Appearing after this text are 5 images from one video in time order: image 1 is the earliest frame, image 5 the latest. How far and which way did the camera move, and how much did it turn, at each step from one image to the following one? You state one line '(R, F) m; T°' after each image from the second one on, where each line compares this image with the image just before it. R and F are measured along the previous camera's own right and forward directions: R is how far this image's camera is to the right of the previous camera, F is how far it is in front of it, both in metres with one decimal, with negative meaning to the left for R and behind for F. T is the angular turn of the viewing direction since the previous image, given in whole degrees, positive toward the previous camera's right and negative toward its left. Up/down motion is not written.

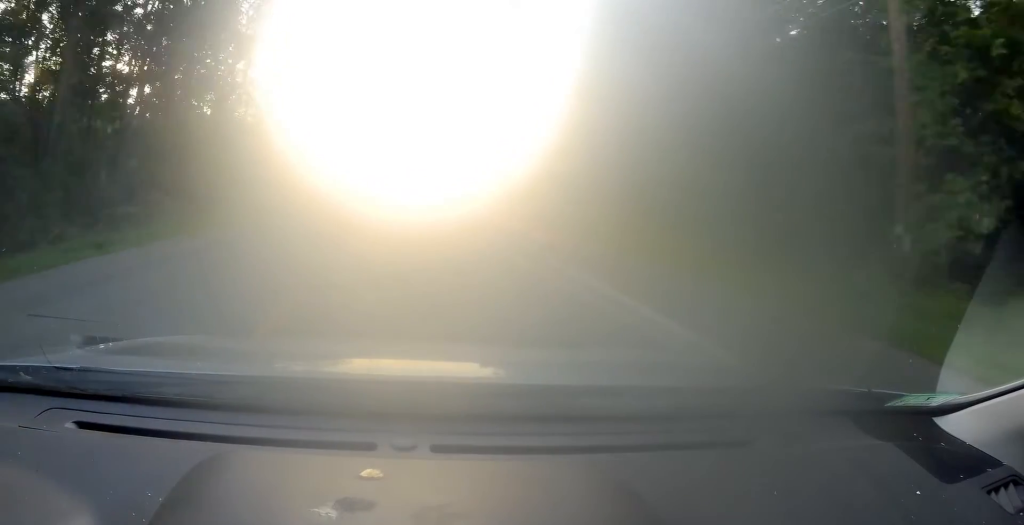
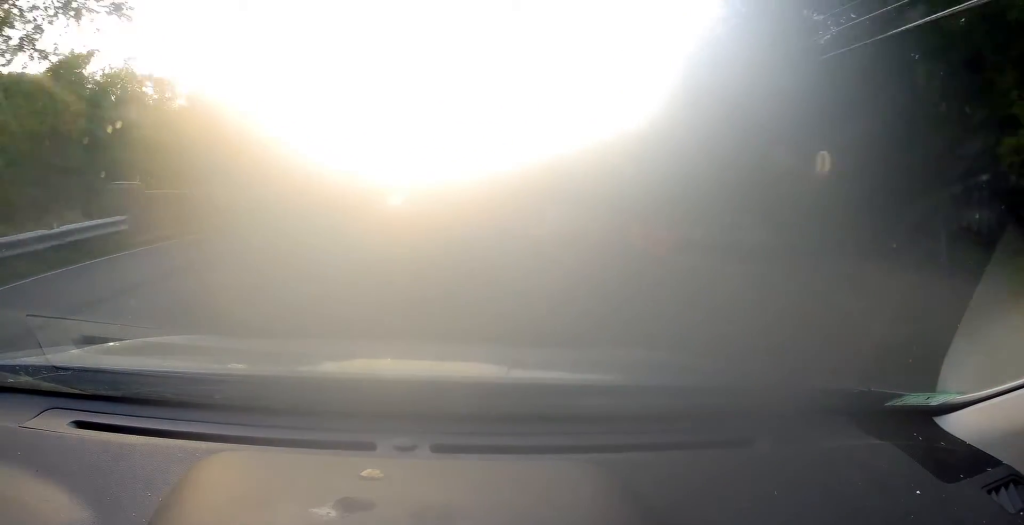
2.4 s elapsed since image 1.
(+1.4, +46.8) m; 0°
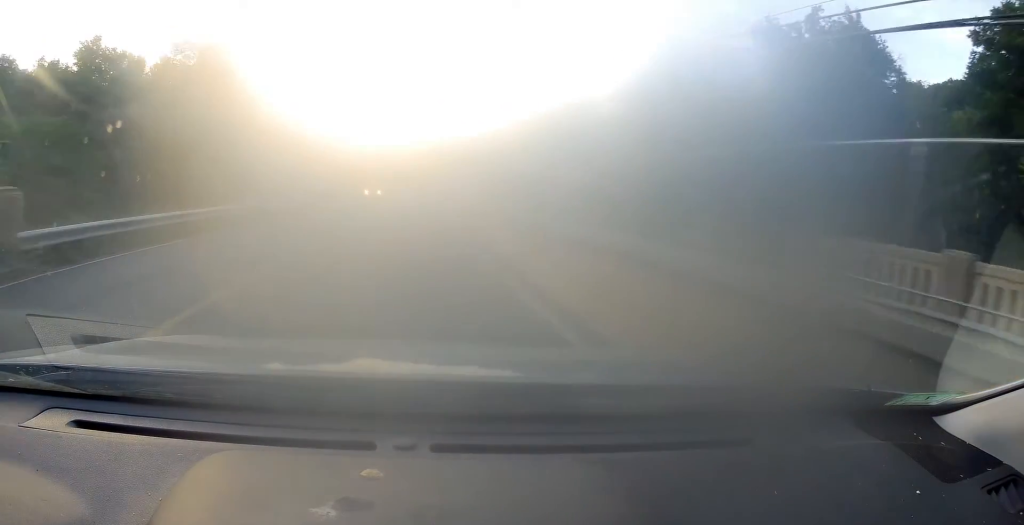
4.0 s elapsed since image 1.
(-1.0, +28.6) m; -1°
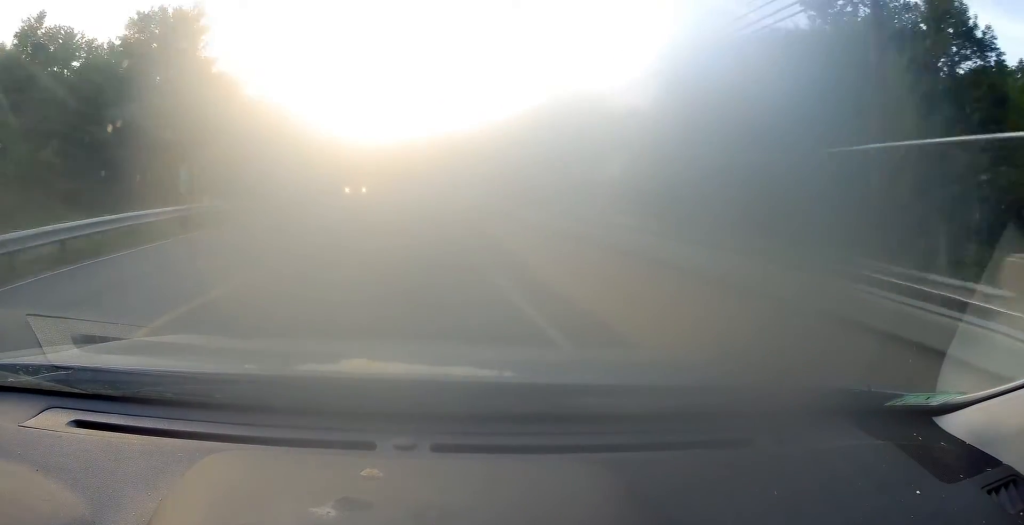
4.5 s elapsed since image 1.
(+0.2, +10.2) m; +1°
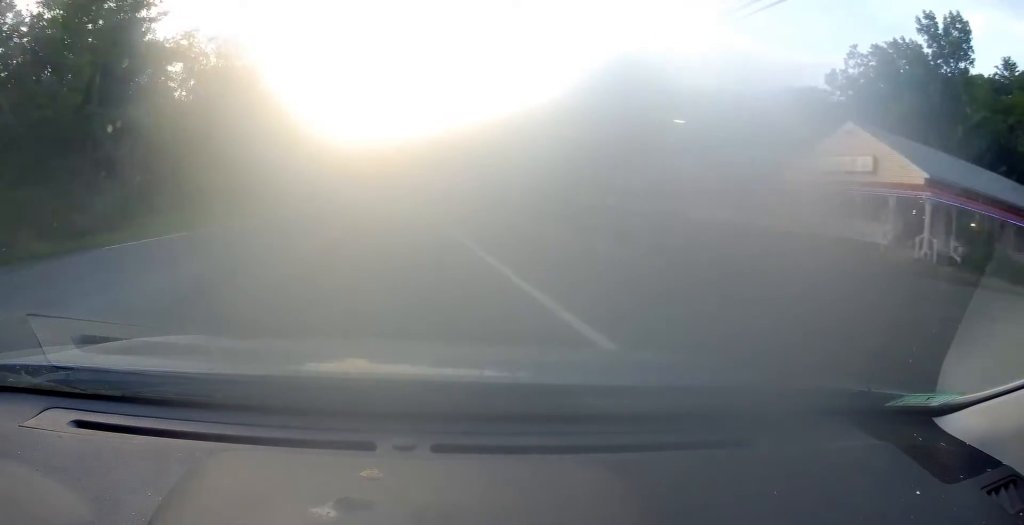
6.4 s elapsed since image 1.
(+0.6, +38.7) m; 0°
